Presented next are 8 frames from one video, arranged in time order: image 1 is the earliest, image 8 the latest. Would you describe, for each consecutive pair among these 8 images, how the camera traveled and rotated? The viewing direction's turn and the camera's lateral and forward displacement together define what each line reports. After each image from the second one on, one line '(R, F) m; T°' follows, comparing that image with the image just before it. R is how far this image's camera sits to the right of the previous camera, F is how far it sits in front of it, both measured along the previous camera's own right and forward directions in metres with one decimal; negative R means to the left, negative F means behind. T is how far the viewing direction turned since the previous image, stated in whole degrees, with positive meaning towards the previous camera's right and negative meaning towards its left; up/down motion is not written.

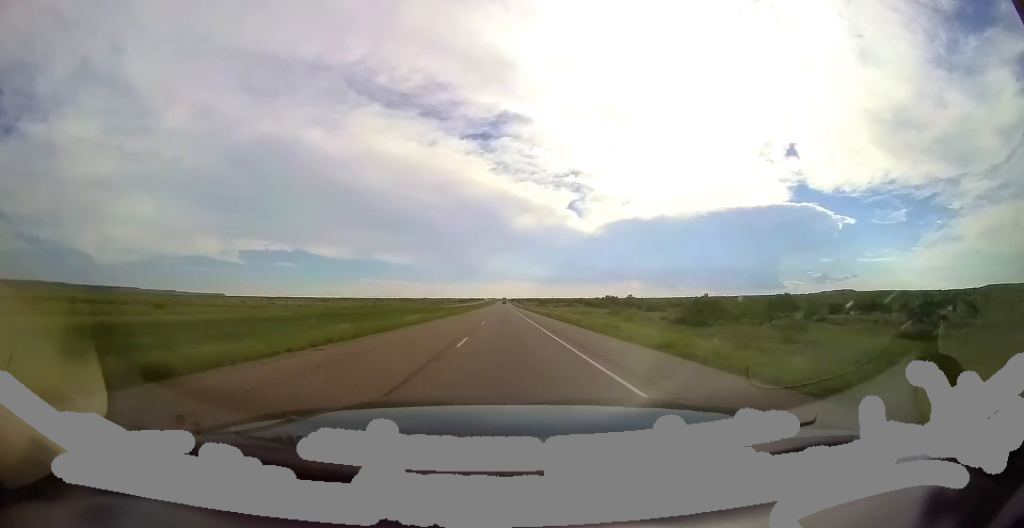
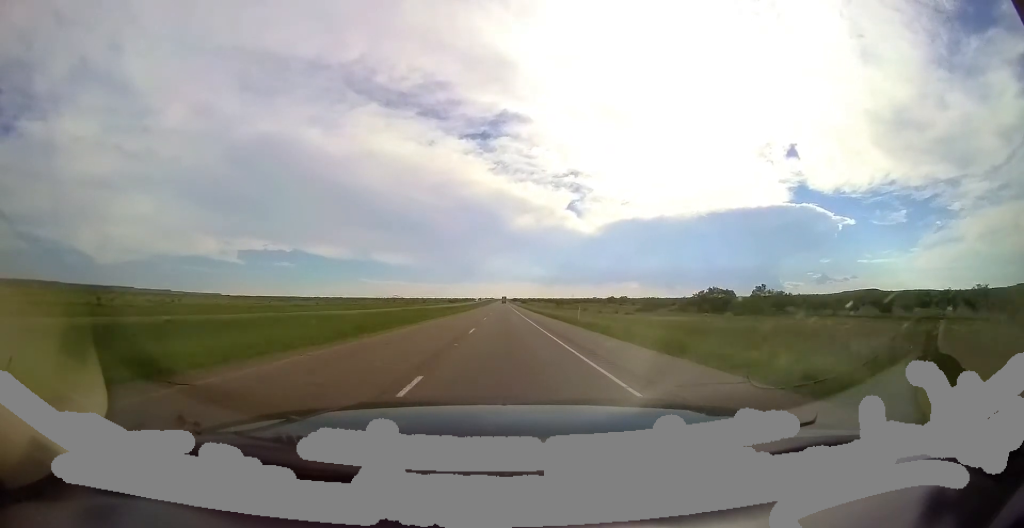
(+0.2, +79.6) m; 0°
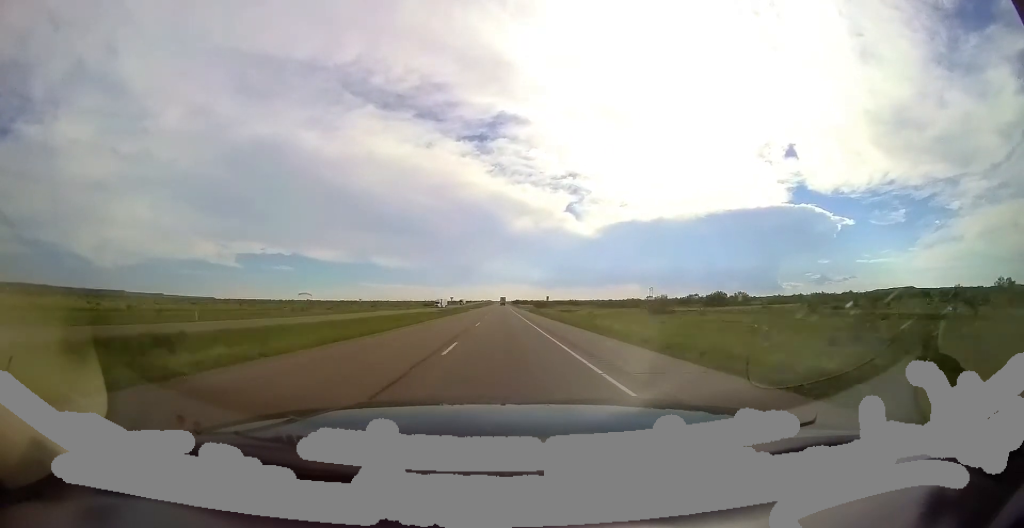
(-0.1, +102.9) m; 0°
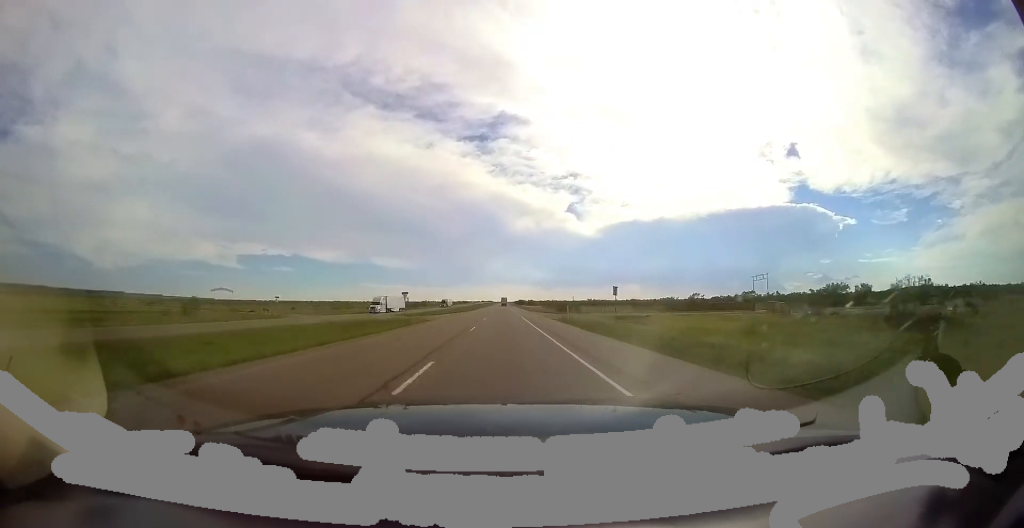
(+0.5, +40.2) m; 0°
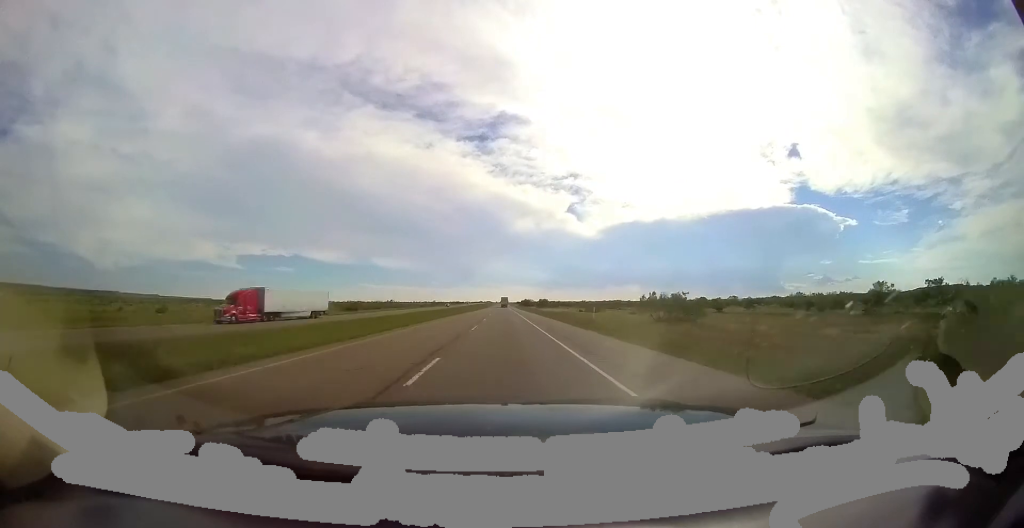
(0.0, +73.2) m; -1°
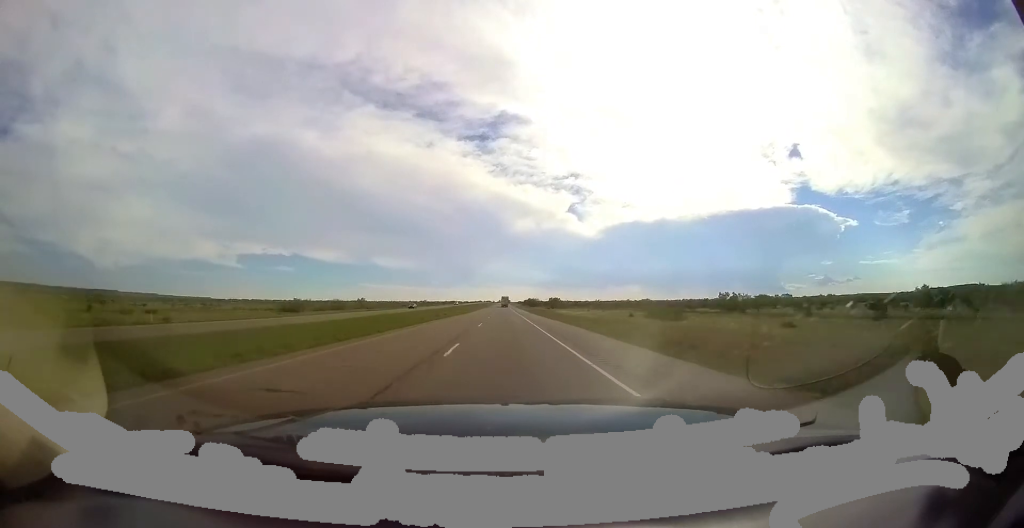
(0.0, +32.9) m; 0°
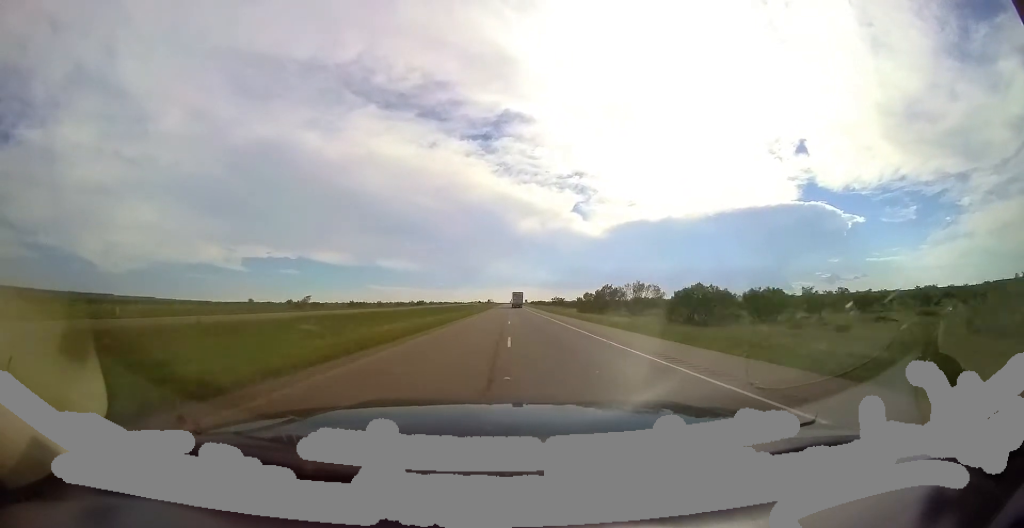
(-1.0, +141.9) m; 0°
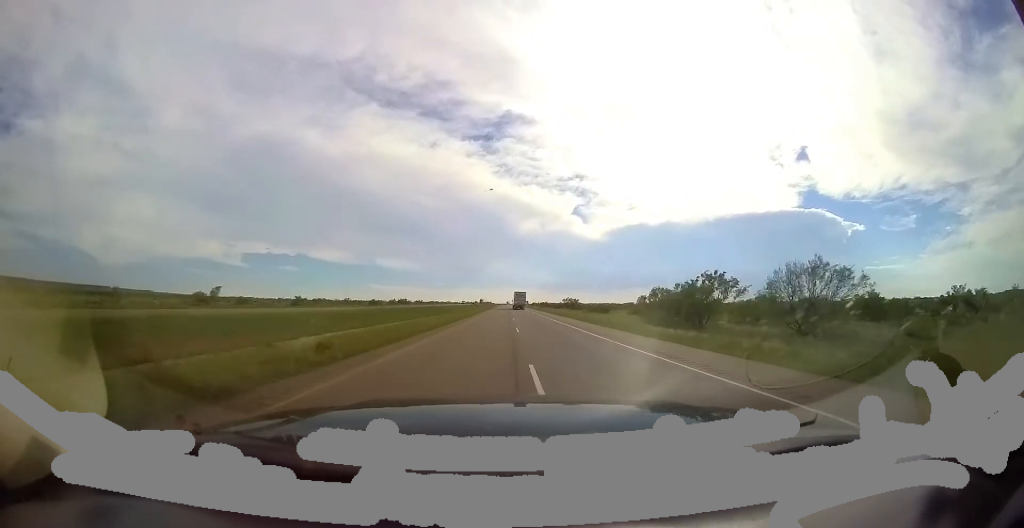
(-0.1, +29.7) m; 0°
